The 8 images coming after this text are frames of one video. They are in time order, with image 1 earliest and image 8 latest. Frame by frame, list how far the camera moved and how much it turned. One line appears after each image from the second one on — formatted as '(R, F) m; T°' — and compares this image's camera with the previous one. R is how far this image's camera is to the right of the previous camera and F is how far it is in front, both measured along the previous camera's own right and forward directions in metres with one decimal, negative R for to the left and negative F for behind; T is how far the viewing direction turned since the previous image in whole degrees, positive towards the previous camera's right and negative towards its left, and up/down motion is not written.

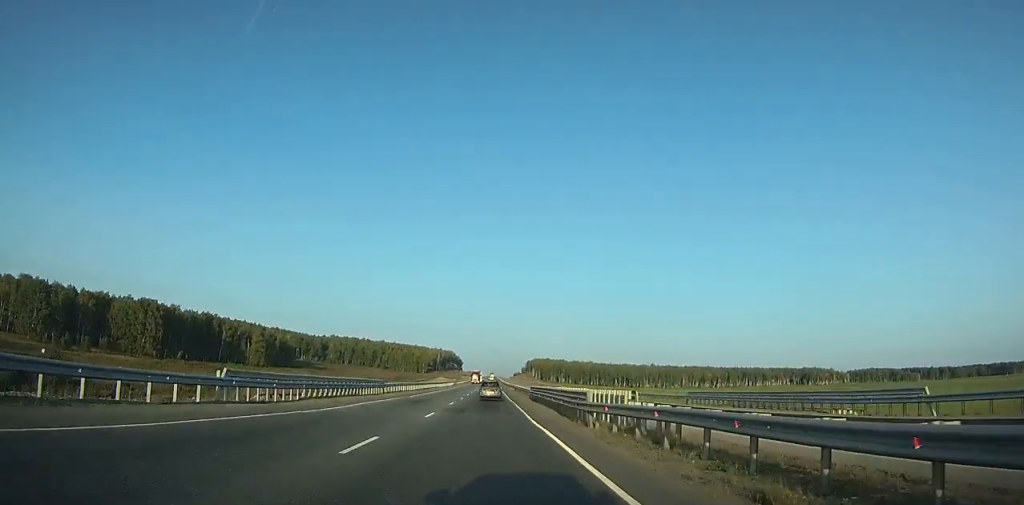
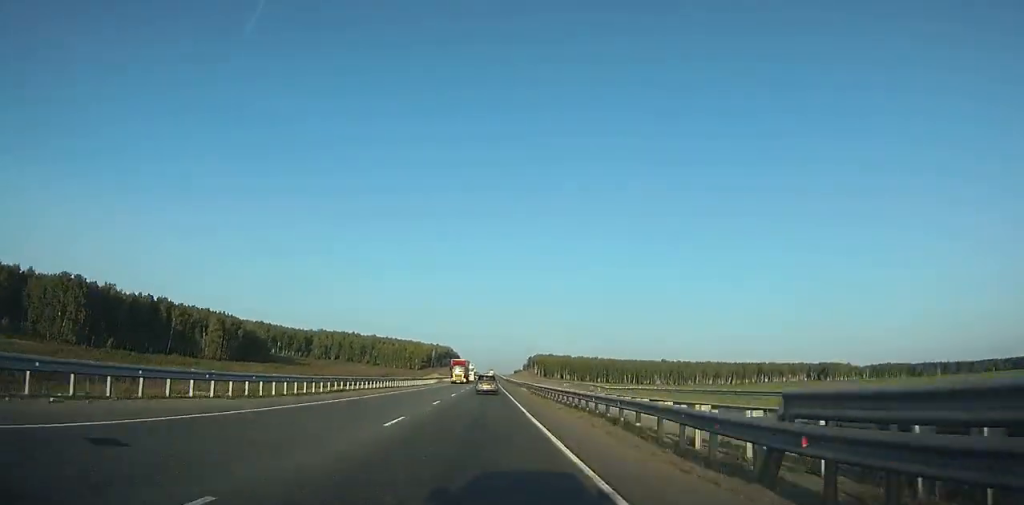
(-0.1, +45.4) m; 0°
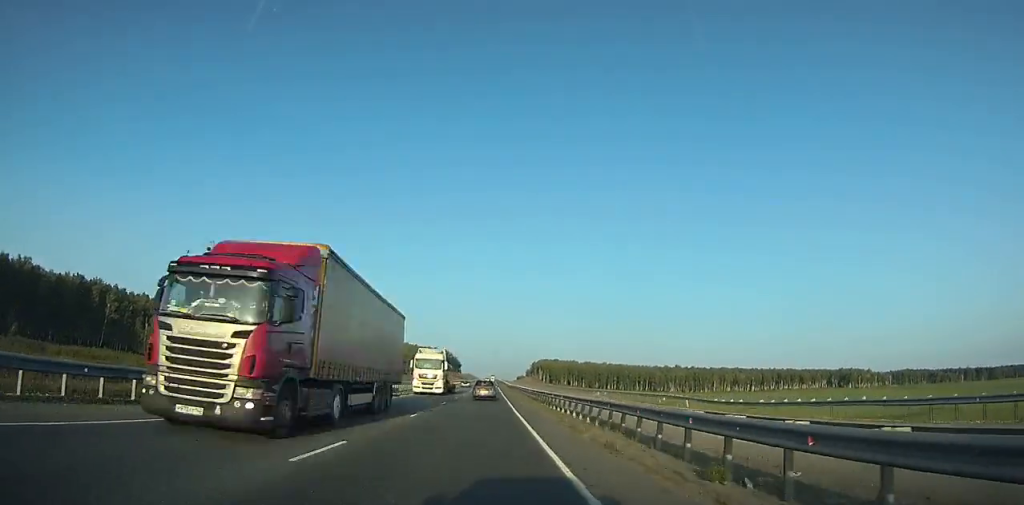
(+0.1, +42.8) m; 0°
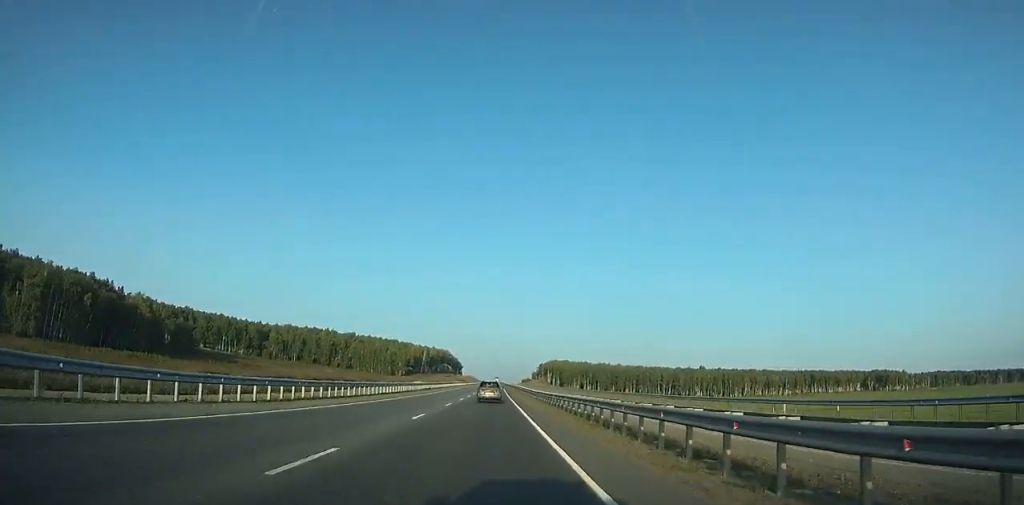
(-0.1, +61.1) m; 0°
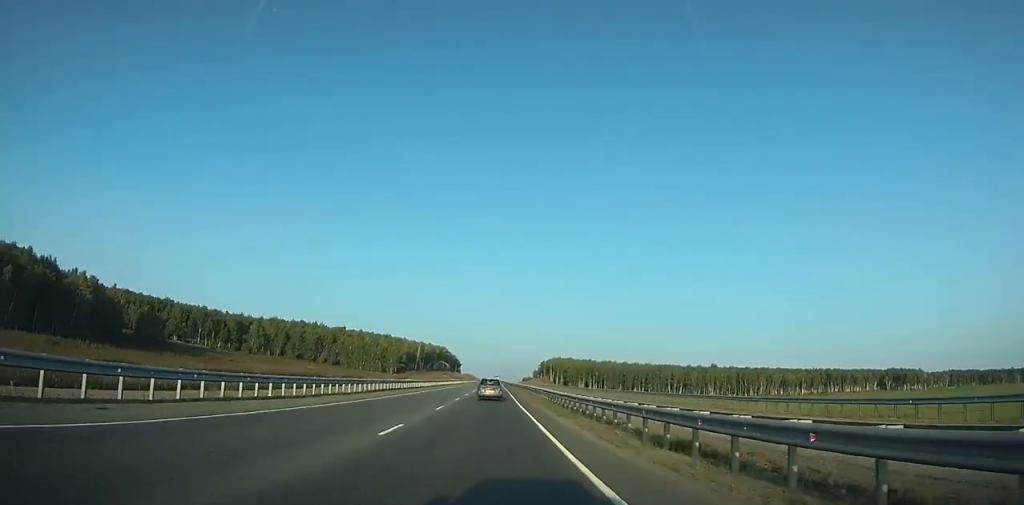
(0.0, +30.4) m; 0°
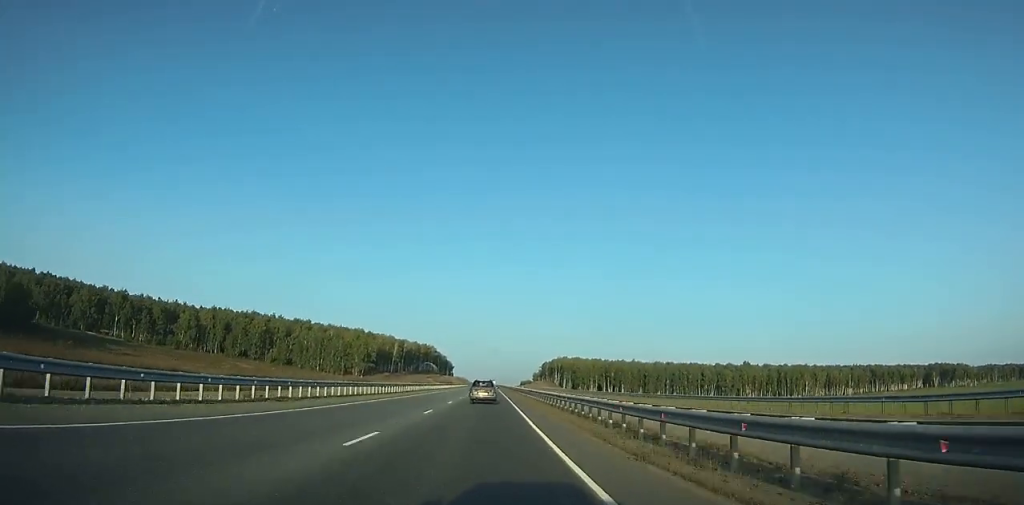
(-0.3, +73.5) m; 0°
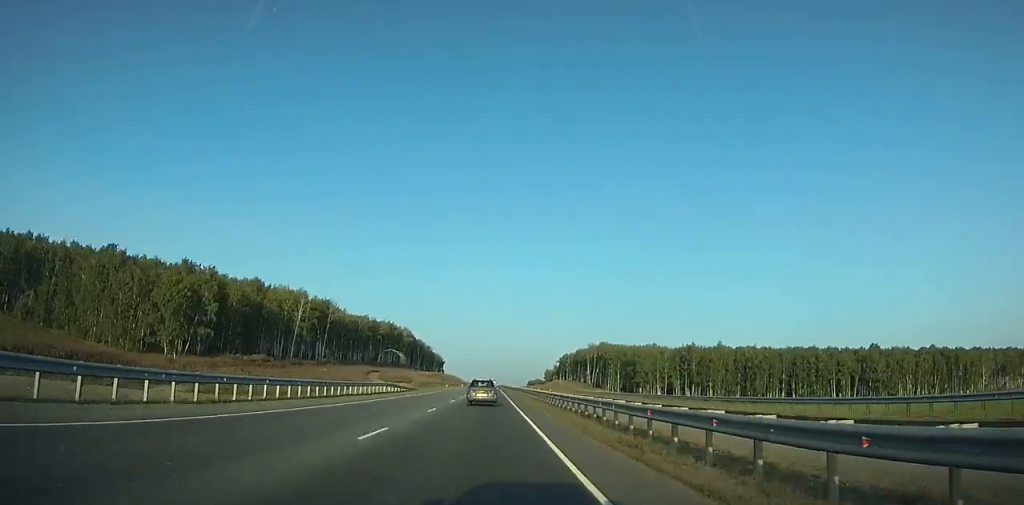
(+0.7, +154.0) m; 0°
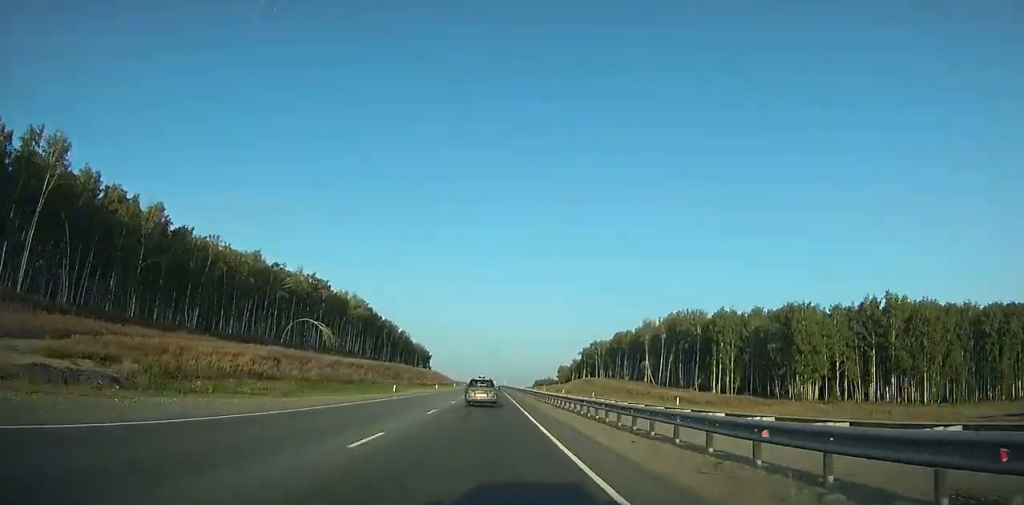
(-0.1, +118.7) m; 0°
